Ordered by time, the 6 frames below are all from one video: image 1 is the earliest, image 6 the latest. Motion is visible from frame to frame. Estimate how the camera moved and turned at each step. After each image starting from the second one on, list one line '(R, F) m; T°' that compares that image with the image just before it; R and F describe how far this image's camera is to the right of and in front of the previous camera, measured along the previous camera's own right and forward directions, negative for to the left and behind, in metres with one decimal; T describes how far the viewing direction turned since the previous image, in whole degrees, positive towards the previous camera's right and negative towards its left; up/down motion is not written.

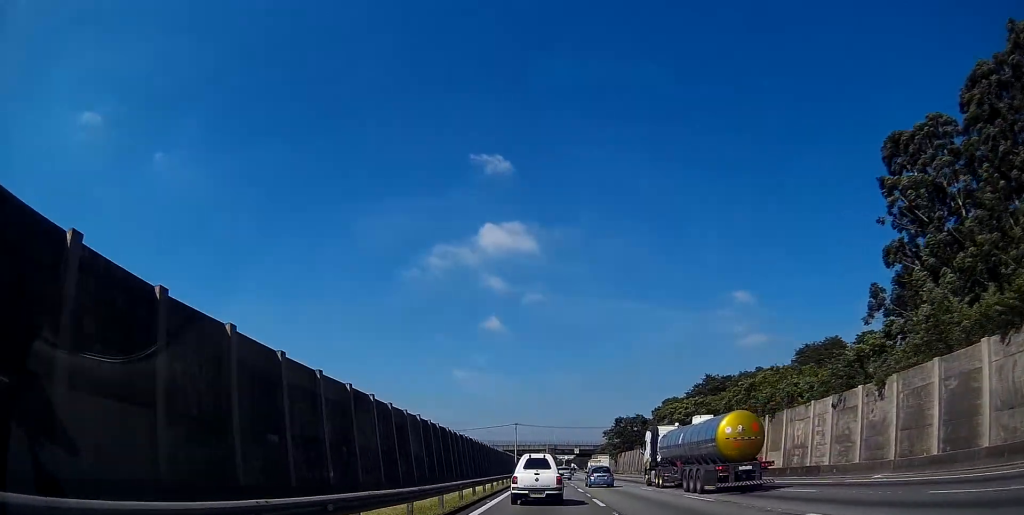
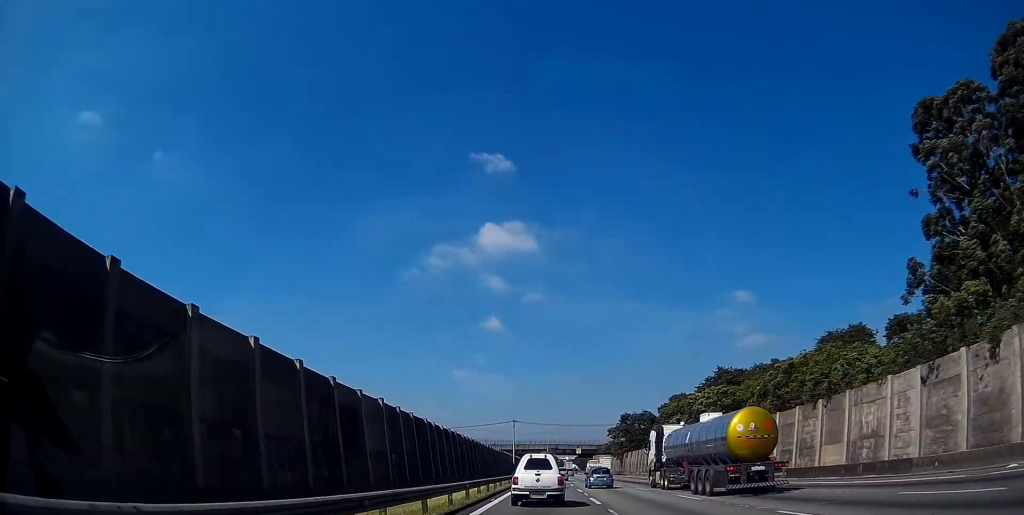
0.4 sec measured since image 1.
(0.0, +10.3) m; 0°
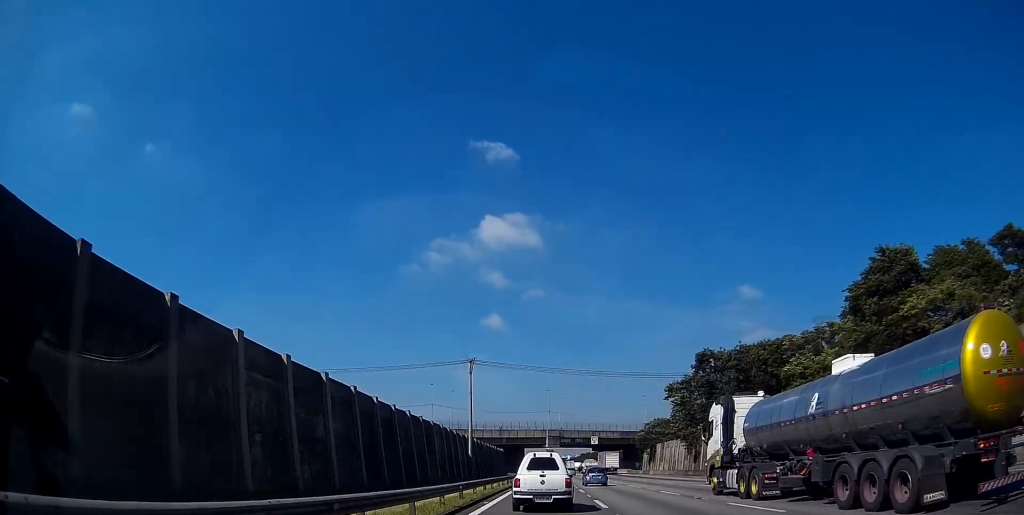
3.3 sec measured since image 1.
(+0.1, +73.6) m; -1°
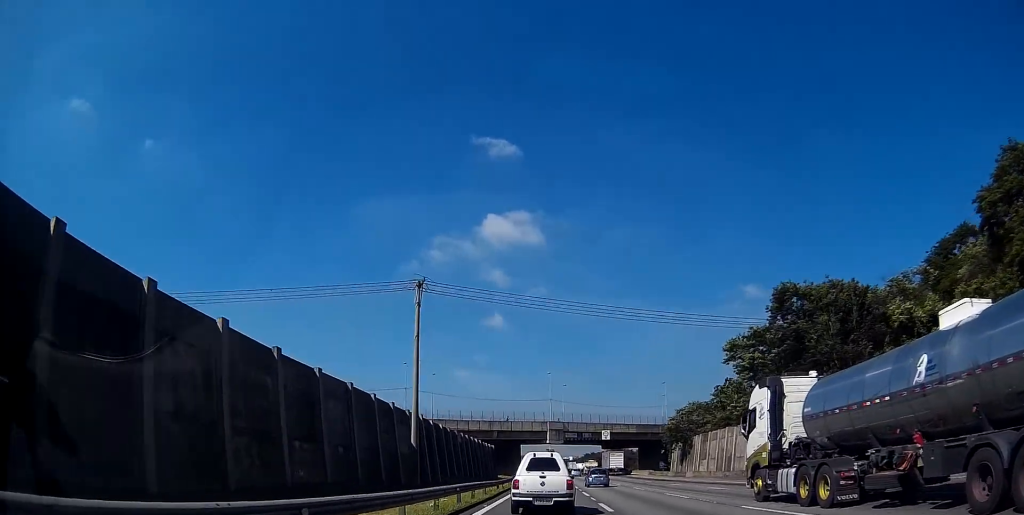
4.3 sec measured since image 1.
(-0.1, +25.3) m; 0°
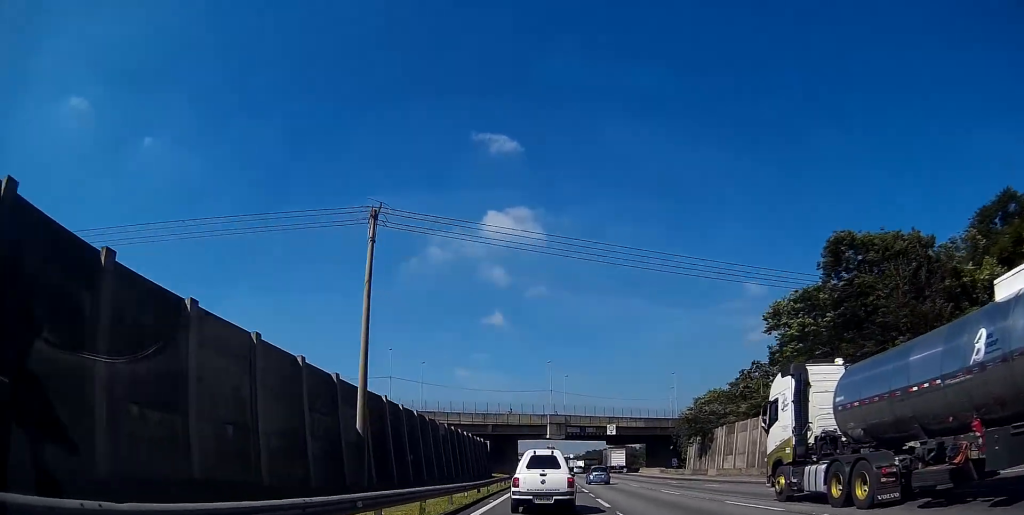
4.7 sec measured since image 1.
(-0.1, +10.1) m; 0°
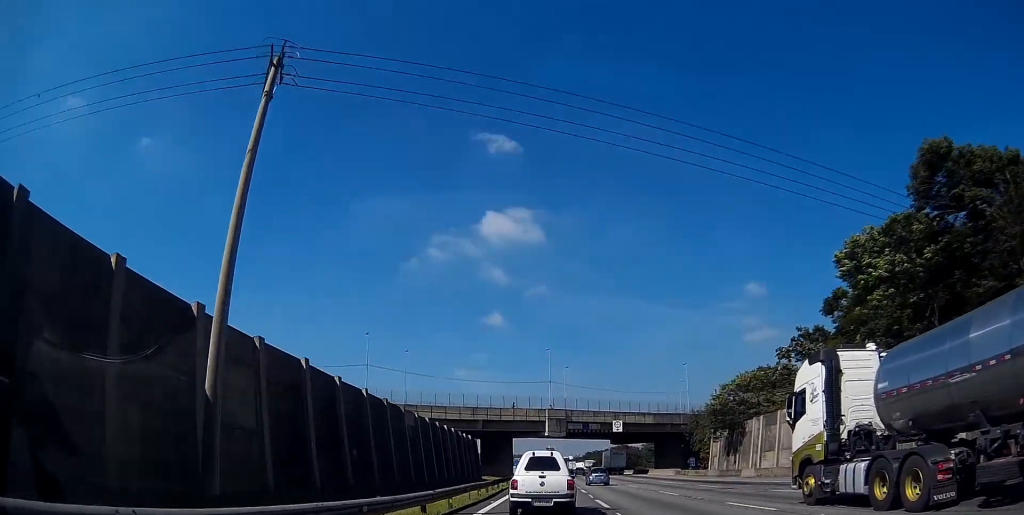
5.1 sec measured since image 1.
(0.0, +11.8) m; 0°
